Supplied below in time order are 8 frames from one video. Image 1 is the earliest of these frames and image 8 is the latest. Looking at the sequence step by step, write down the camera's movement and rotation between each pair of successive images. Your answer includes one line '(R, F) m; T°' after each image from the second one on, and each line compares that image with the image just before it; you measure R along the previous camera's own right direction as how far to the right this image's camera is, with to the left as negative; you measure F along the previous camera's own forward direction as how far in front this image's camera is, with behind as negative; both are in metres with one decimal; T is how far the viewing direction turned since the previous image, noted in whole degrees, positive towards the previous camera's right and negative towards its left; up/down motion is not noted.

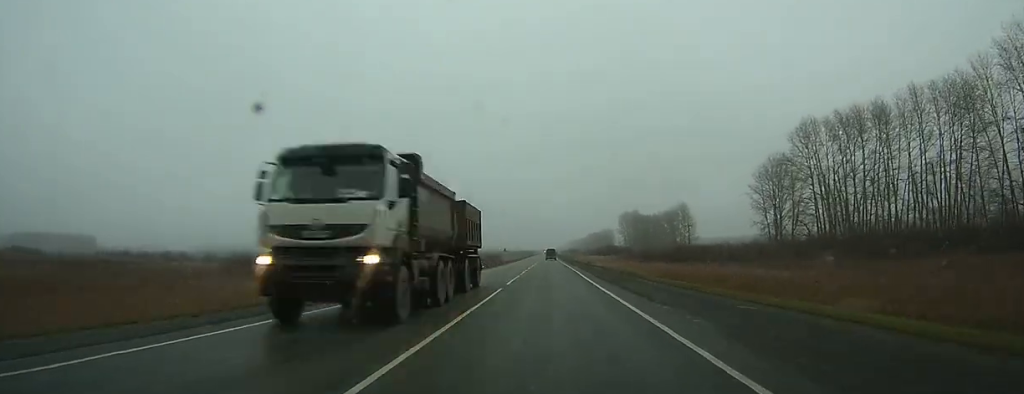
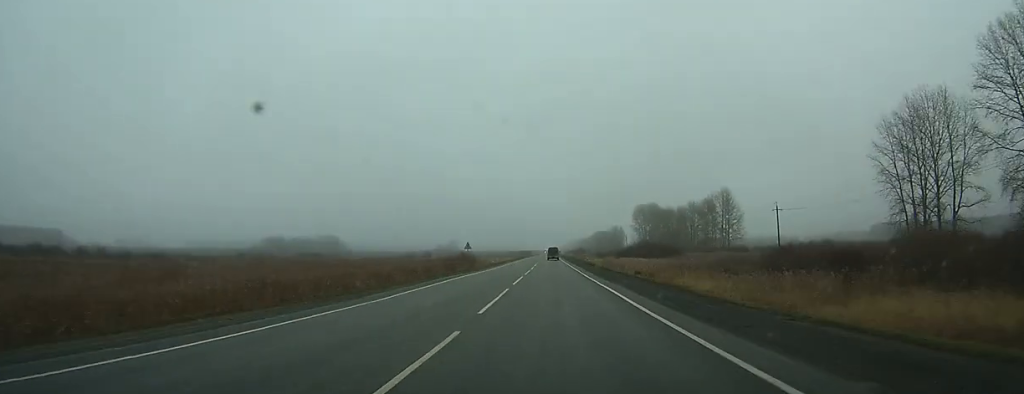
(+0.1, +57.9) m; 0°
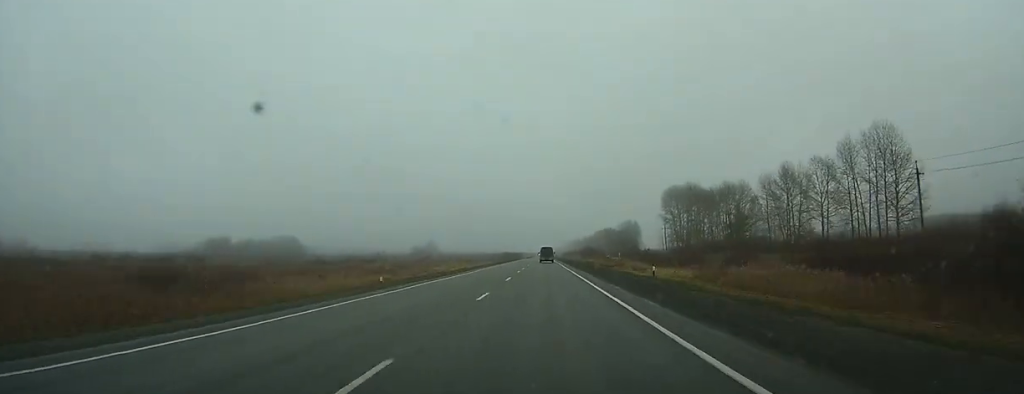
(-0.1, +104.3) m; 0°
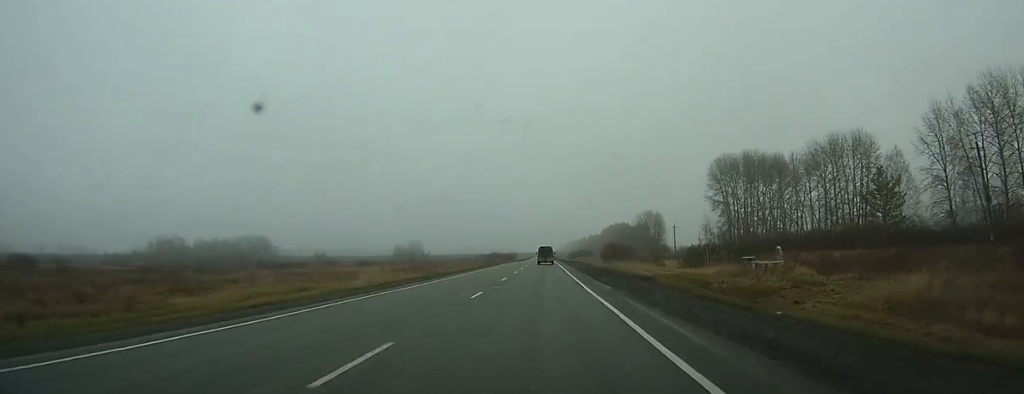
(+0.1, +74.9) m; 0°
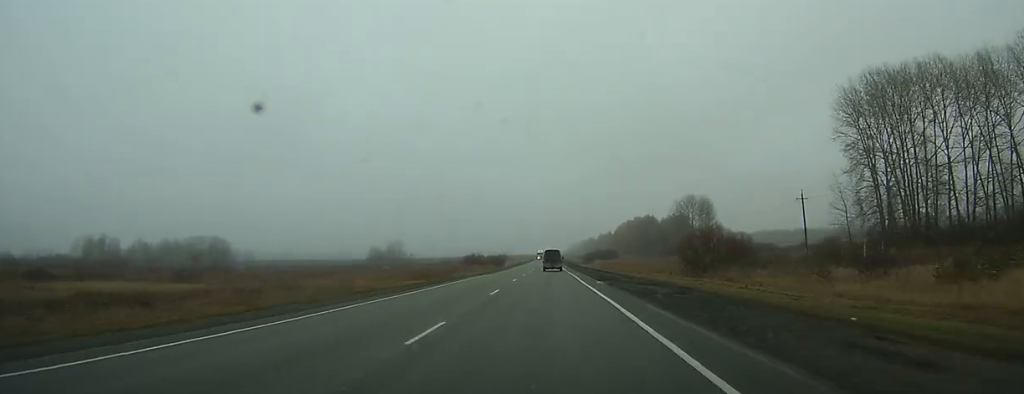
(0.0, +83.2) m; 0°
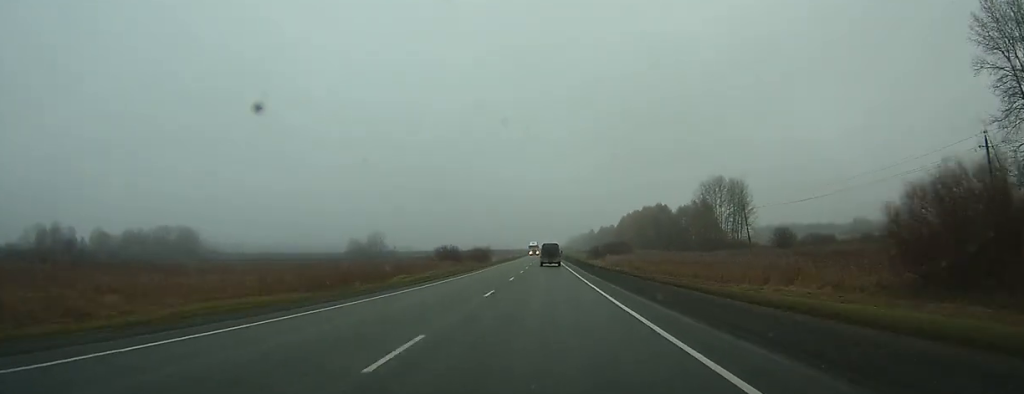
(0.0, +38.4) m; 0°
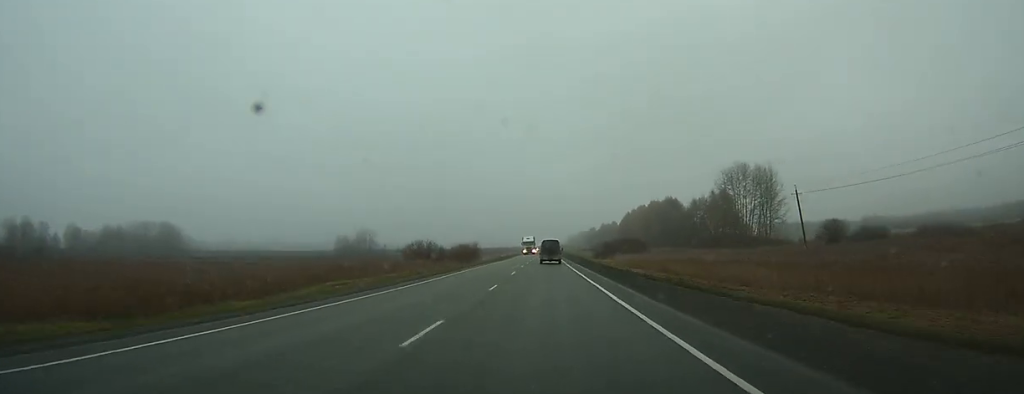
(0.0, +22.4) m; 0°
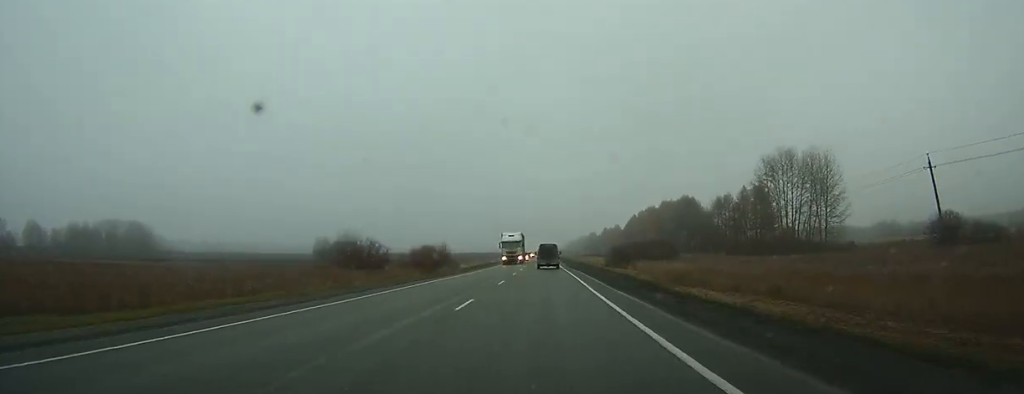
(0.0, +30.5) m; 0°
